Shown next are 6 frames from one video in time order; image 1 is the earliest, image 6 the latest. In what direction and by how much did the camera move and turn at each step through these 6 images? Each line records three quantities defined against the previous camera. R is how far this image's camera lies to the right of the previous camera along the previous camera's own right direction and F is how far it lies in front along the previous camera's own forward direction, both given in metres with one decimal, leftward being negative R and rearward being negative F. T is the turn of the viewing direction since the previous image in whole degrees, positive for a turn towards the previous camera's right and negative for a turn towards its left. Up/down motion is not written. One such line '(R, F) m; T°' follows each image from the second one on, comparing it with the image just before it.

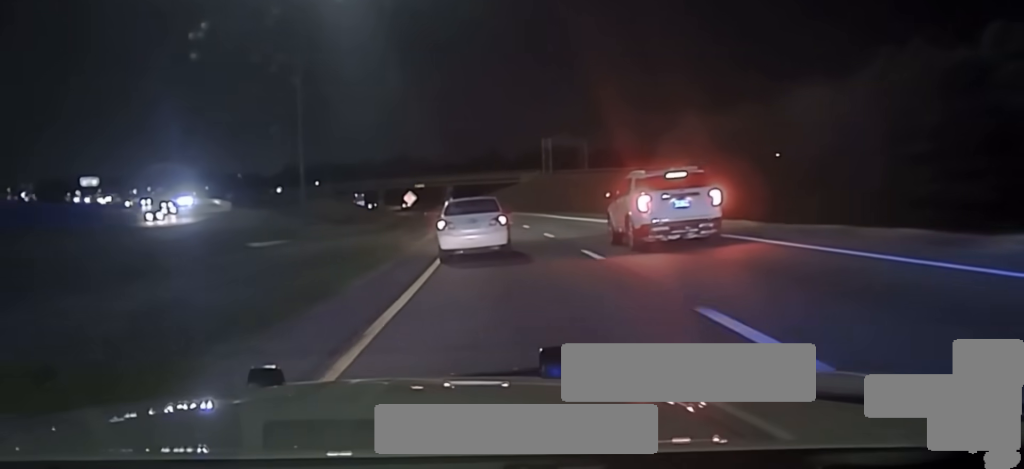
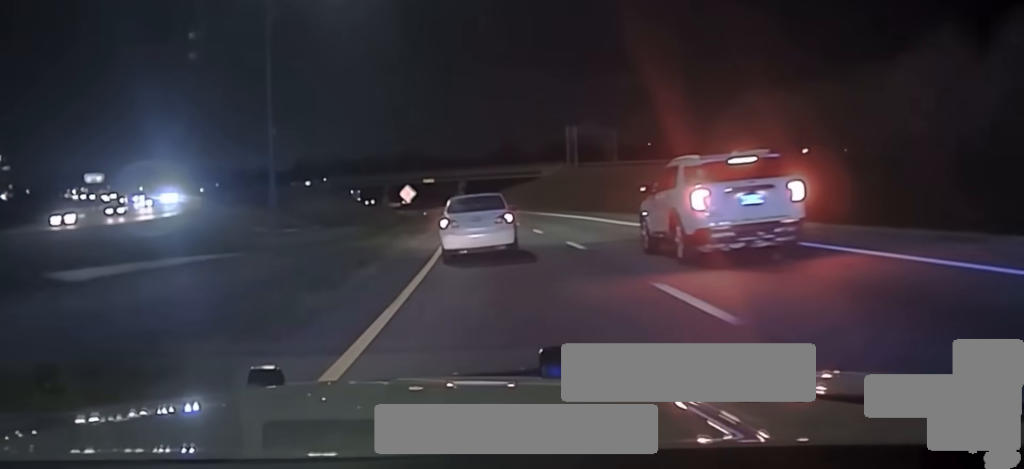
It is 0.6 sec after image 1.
(-0.1, +21.0) m; -1°
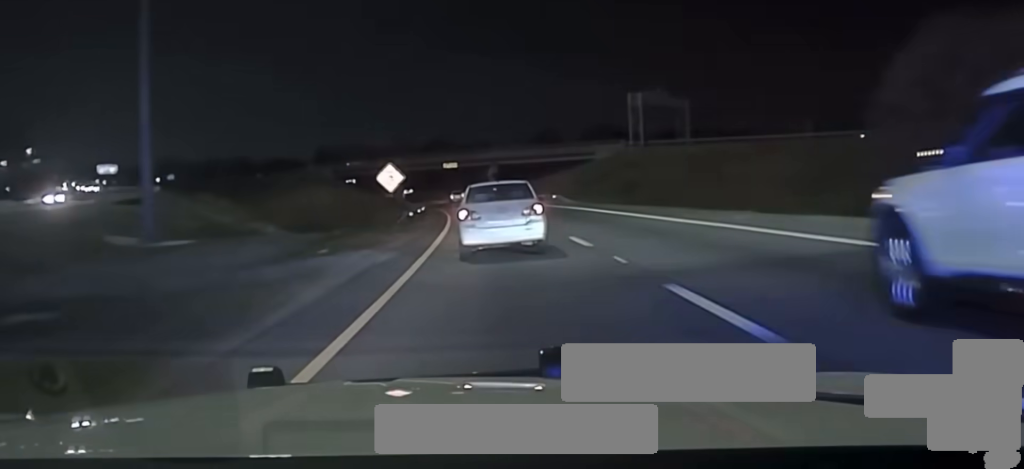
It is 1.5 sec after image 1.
(-0.7, +38.2) m; -2°
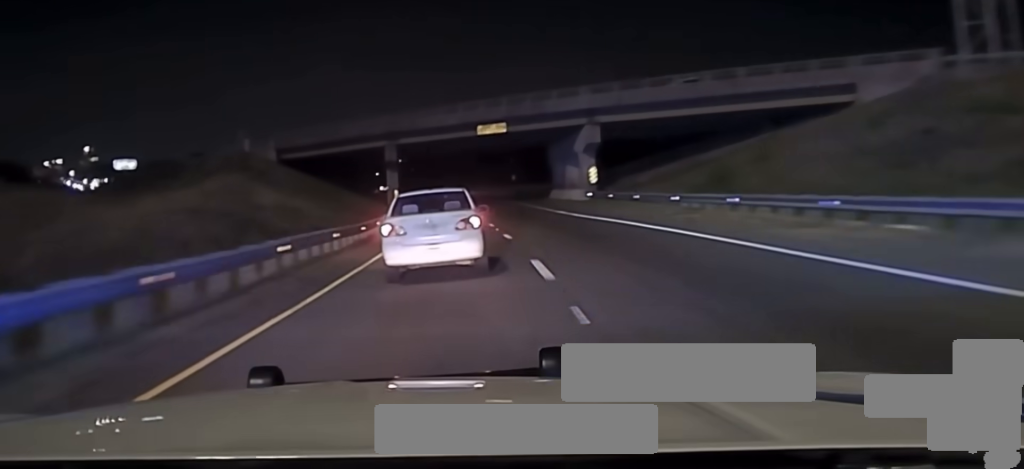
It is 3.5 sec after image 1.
(-3.1, +85.4) m; -4°
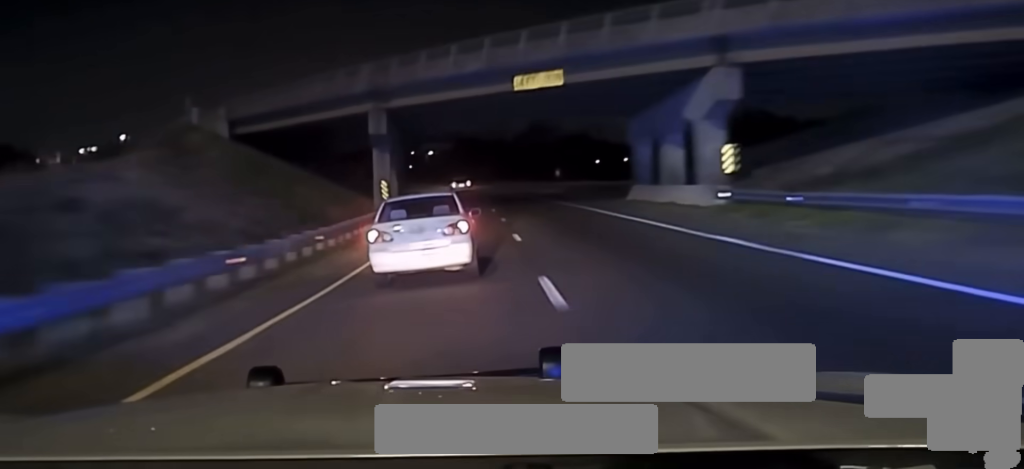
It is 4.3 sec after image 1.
(-0.1, +25.7) m; -2°
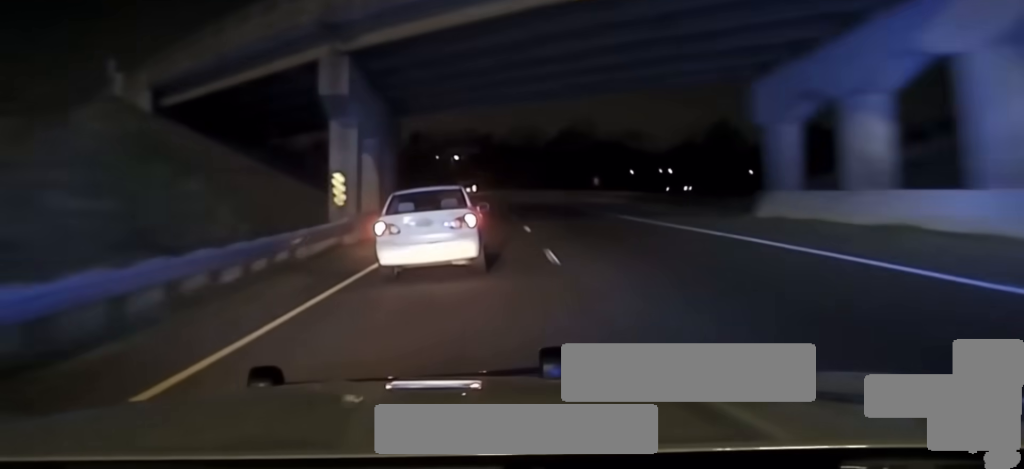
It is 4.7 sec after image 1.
(-0.4, +17.1) m; -2°
